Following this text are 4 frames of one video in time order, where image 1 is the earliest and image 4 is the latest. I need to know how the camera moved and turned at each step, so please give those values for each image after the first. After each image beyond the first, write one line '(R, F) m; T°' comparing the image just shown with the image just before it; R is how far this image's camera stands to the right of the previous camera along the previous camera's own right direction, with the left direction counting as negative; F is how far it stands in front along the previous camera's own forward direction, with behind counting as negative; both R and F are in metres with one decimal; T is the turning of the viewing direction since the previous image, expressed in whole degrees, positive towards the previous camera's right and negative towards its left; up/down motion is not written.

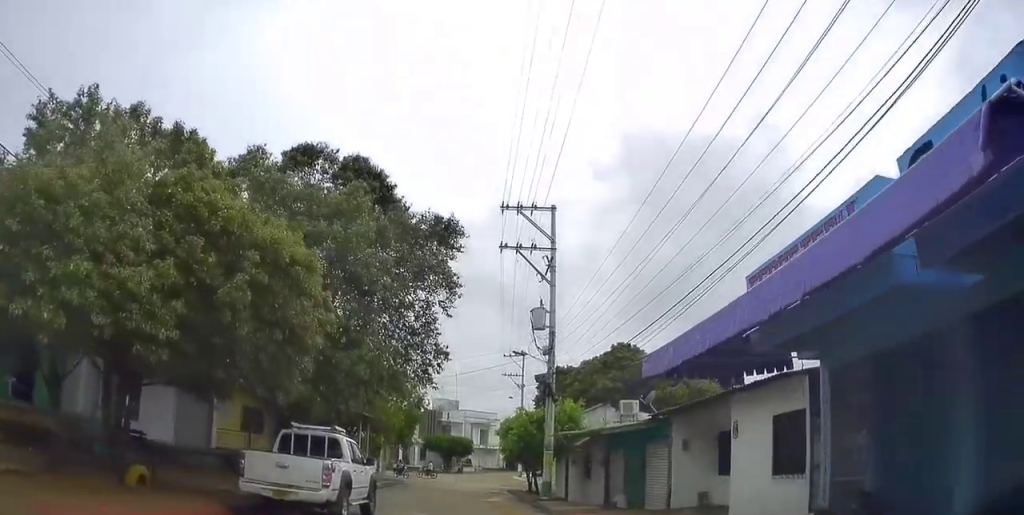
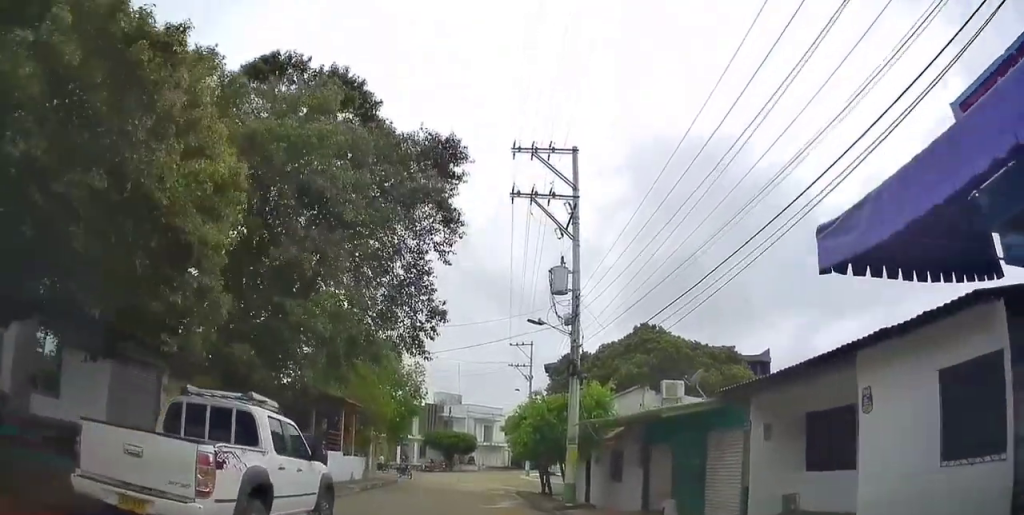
(-0.3, +4.7) m; +2°
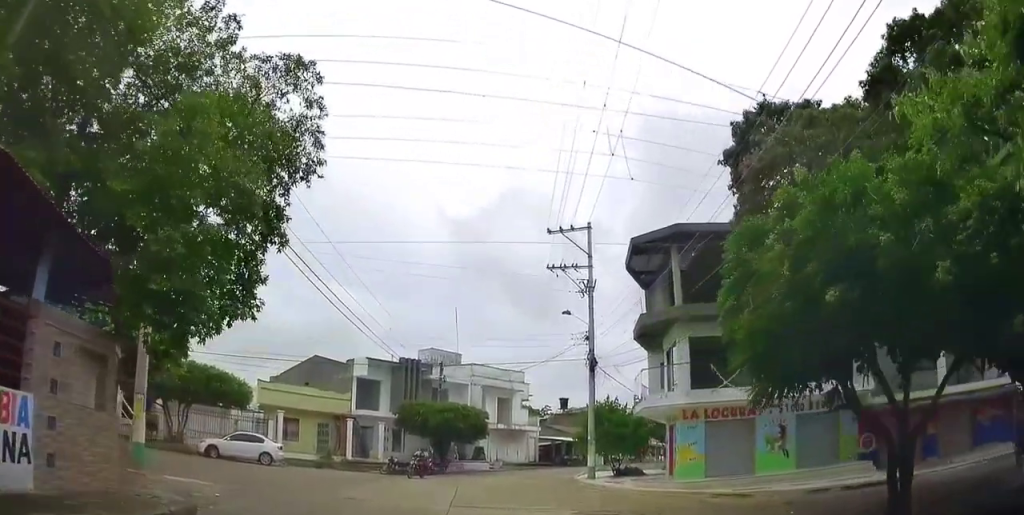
(-0.4, +29.4) m; -2°
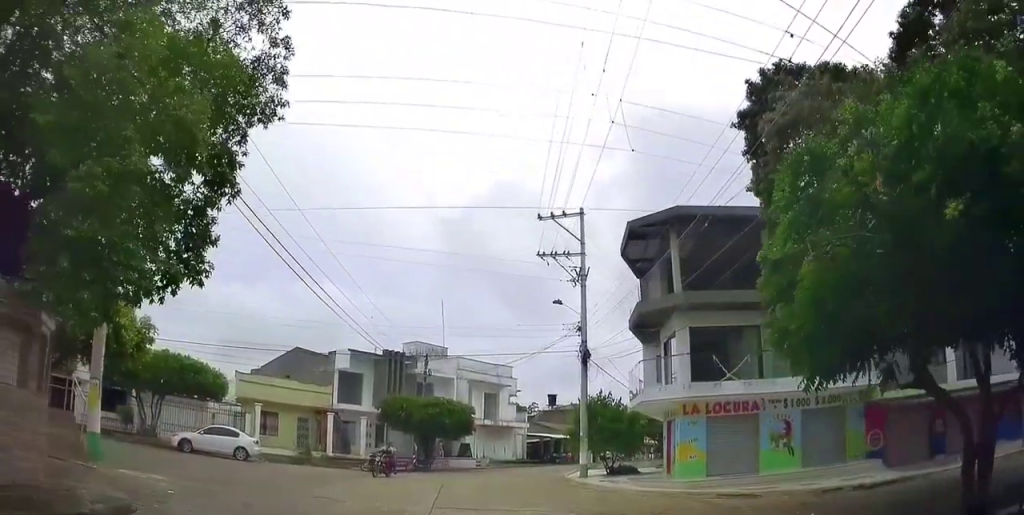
(0.0, +1.8) m; -1°
